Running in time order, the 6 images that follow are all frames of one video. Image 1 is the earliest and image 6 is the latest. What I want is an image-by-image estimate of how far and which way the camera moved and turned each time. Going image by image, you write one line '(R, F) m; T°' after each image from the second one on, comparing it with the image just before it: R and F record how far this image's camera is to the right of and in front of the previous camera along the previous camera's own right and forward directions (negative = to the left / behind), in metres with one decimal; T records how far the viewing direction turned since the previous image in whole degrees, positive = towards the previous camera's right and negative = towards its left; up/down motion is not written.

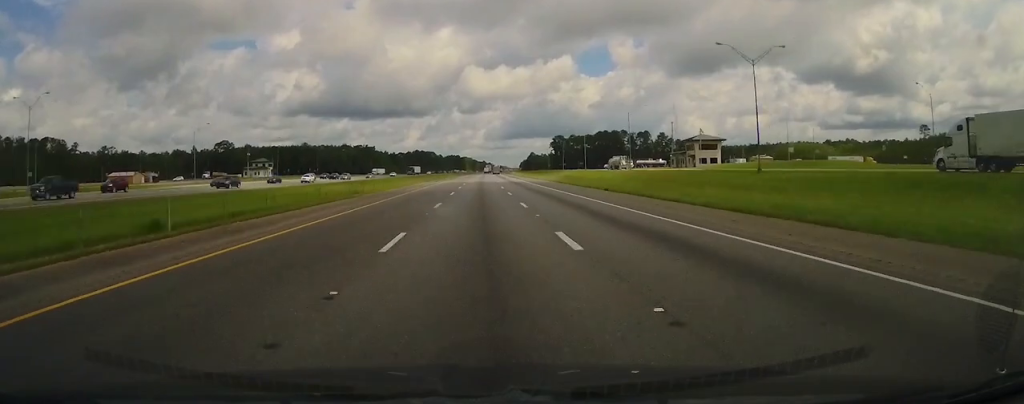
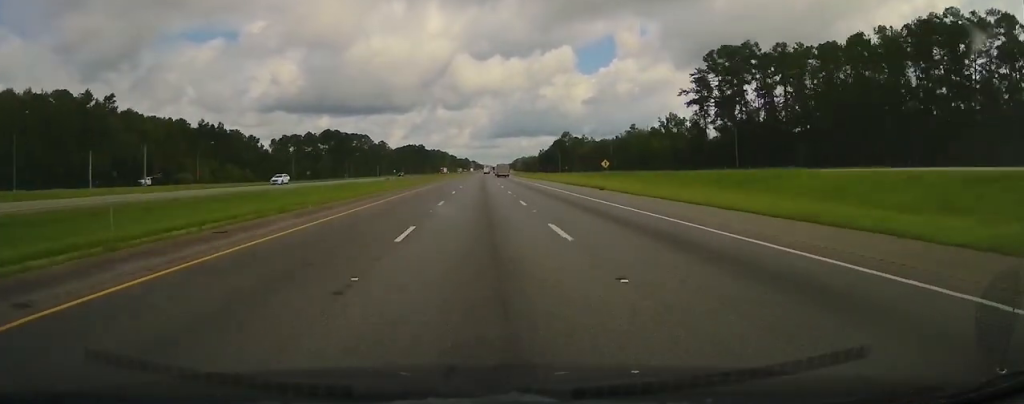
(+4.8, +327.4) m; +2°
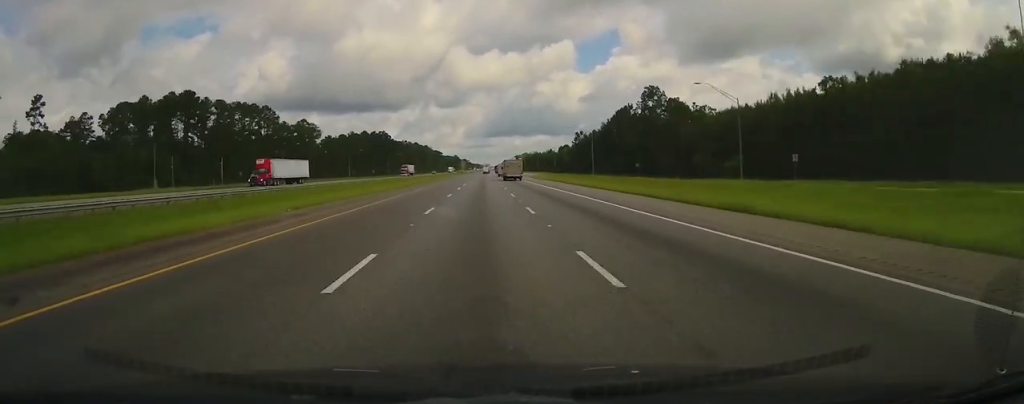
(+0.7, +153.7) m; +1°
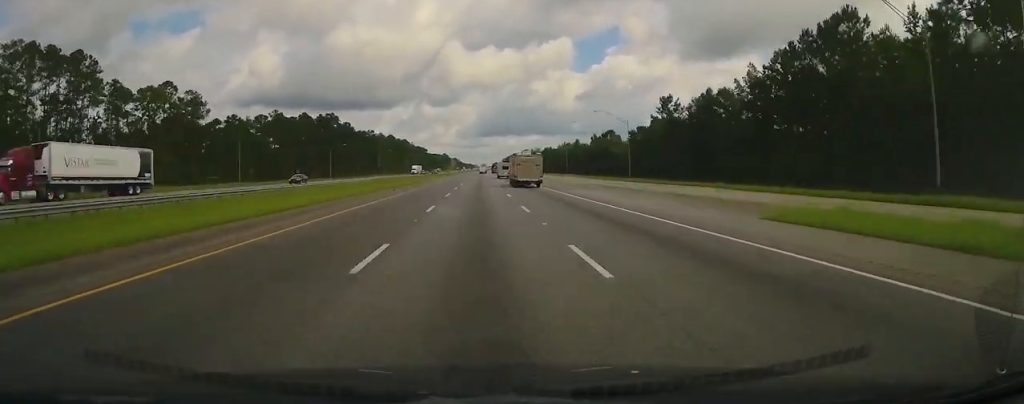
(+0.7, +95.8) m; 0°
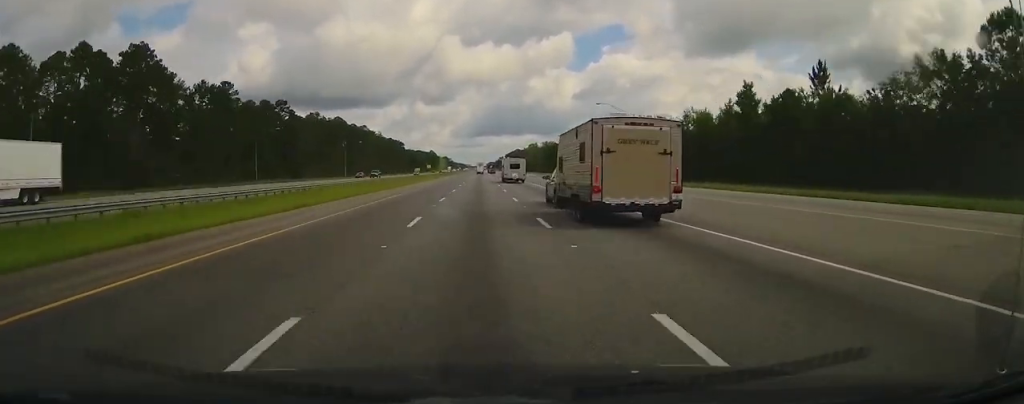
(+0.6, +128.5) m; 0°
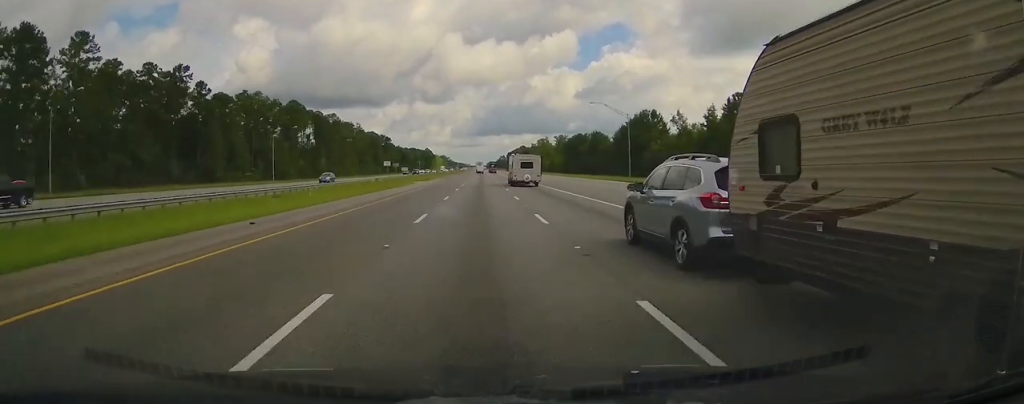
(-0.3, +61.4) m; 0°
